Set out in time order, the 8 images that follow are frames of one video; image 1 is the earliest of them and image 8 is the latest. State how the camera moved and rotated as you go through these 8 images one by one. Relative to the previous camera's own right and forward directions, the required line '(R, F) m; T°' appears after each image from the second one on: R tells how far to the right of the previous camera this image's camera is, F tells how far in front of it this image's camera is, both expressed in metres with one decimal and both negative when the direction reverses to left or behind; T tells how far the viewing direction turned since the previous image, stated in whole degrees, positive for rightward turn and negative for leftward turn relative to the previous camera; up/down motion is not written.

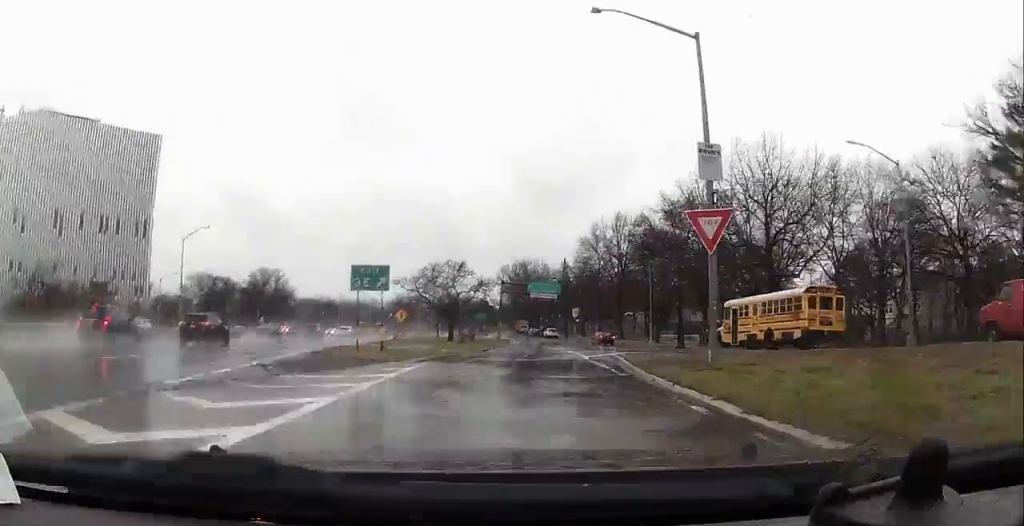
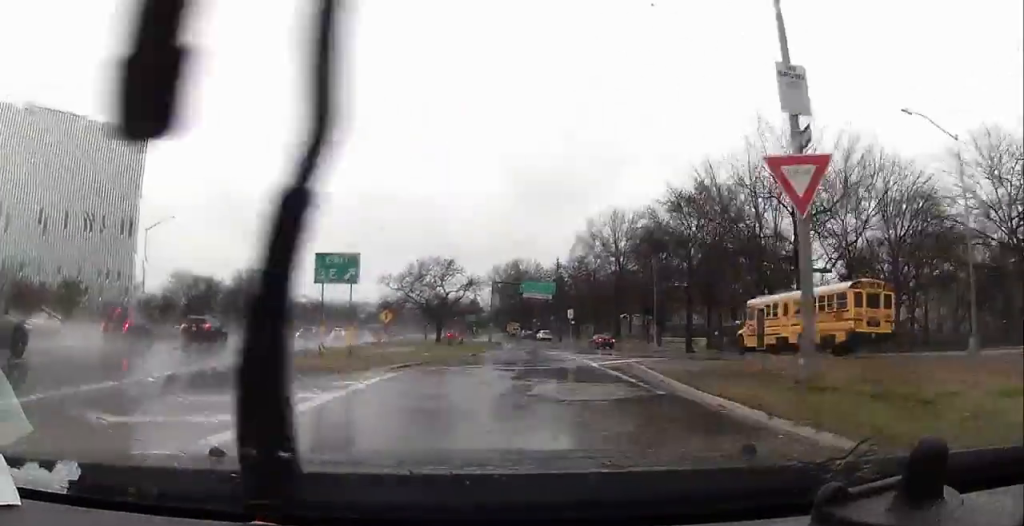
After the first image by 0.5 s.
(0.0, +5.0) m; 0°
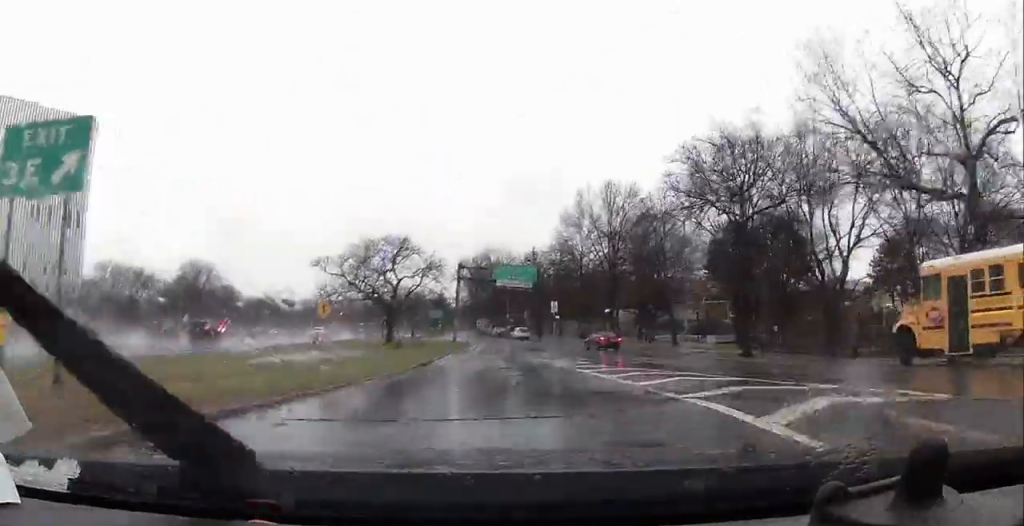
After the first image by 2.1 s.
(+0.2, +17.4) m; +1°
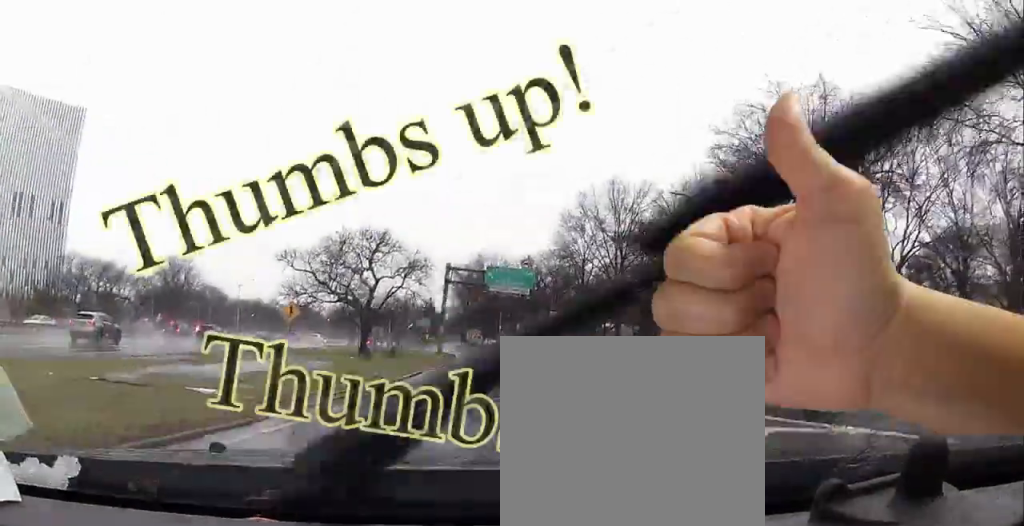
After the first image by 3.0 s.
(0.0, +8.4) m; -1°
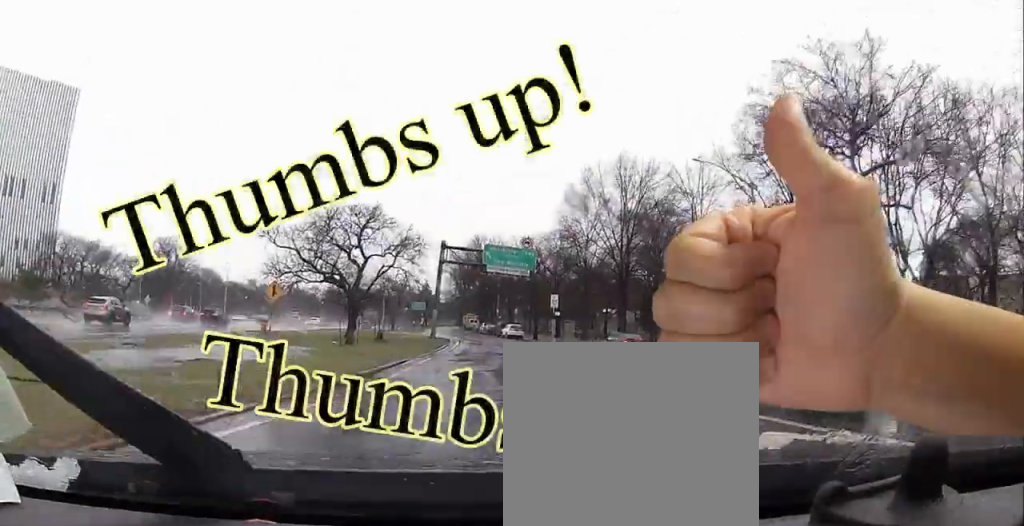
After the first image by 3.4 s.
(-0.1, +4.0) m; 0°
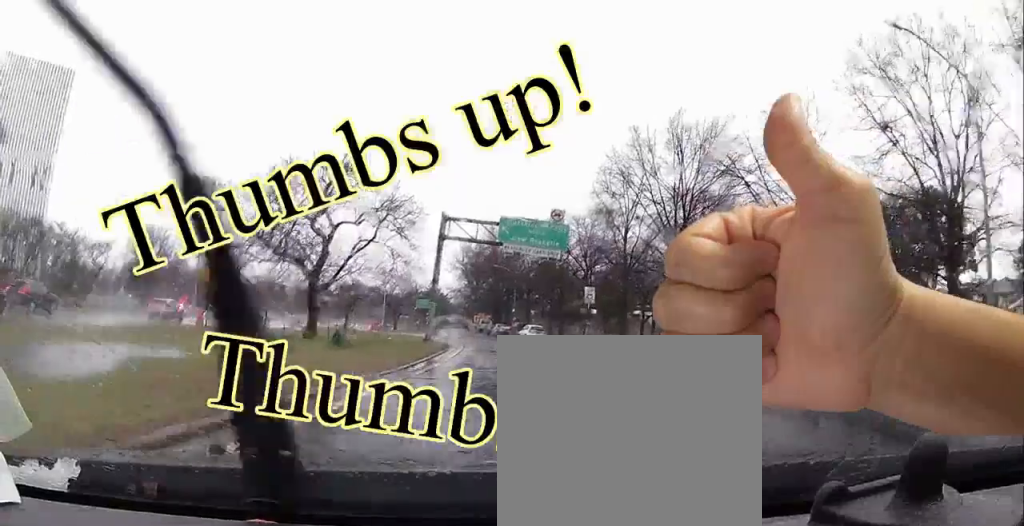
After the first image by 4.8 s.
(-0.1, +14.5) m; +3°
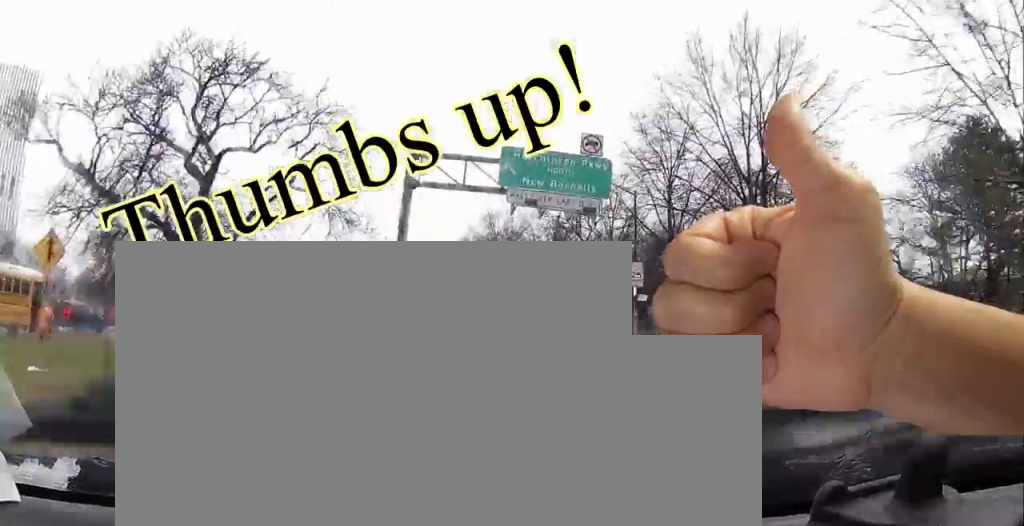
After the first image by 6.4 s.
(+0.4, +15.5) m; -1°
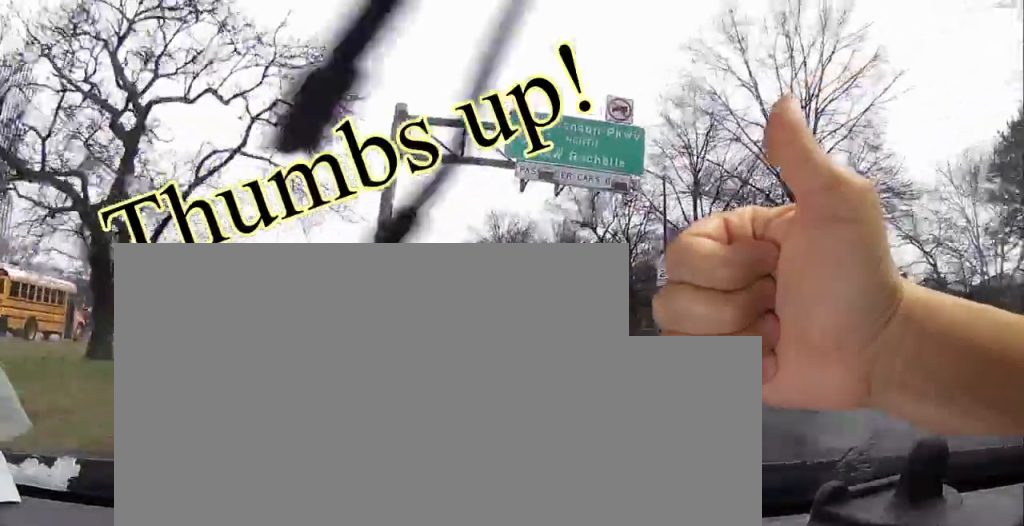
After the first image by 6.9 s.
(-0.2, +5.0) m; -2°
